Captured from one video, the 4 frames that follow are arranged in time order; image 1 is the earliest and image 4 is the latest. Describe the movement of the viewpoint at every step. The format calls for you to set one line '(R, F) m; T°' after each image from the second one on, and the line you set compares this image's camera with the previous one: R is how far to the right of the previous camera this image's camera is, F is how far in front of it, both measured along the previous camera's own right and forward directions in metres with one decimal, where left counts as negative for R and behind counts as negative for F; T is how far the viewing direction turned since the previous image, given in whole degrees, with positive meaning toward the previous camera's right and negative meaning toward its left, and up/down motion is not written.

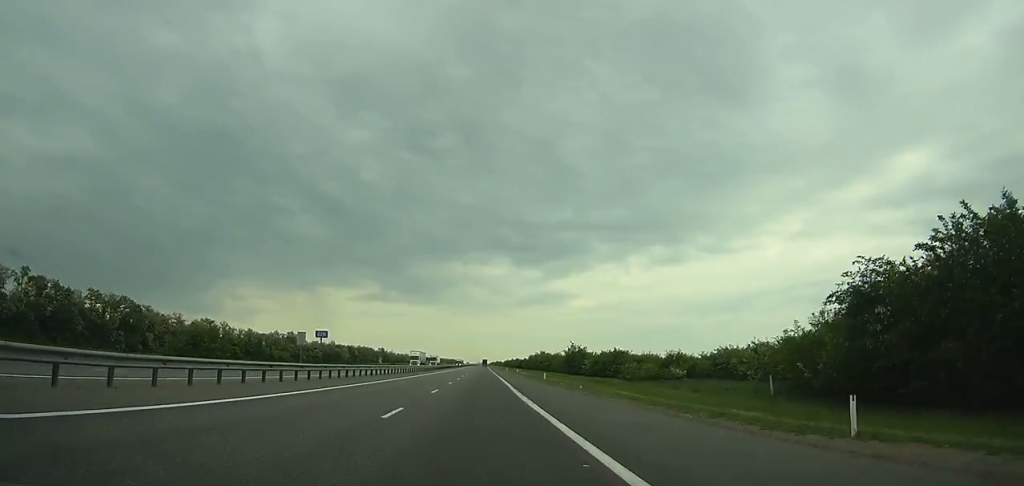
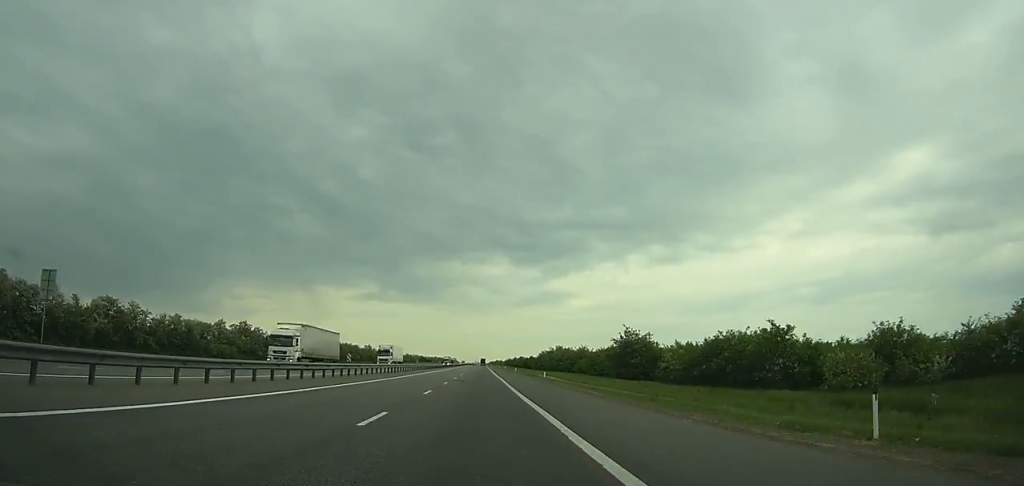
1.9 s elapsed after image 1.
(0.0, +49.4) m; 0°
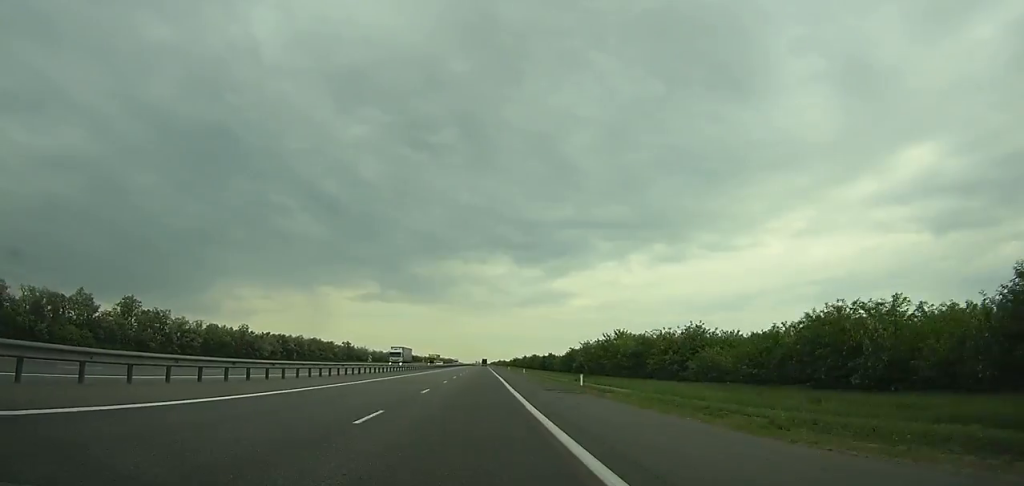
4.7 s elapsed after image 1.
(-0.1, +73.1) m; 0°
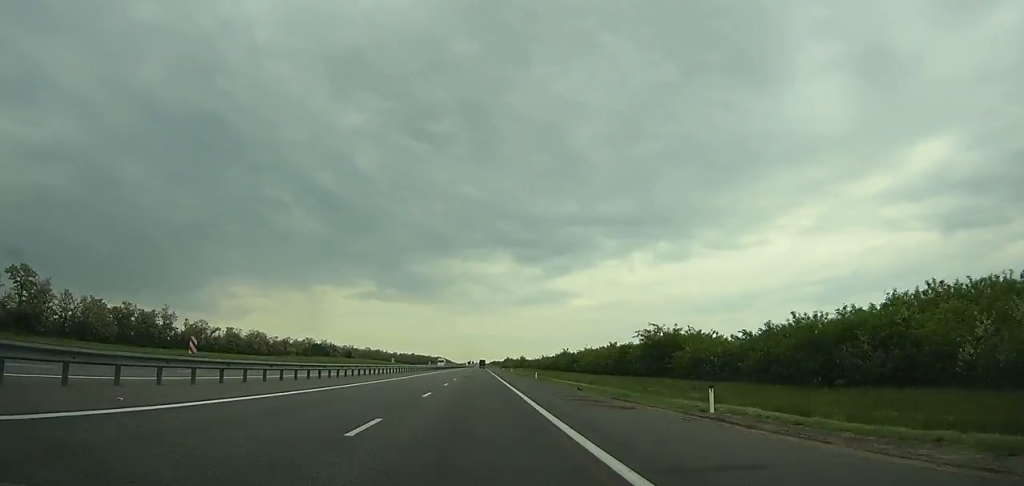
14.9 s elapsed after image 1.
(-0.2, +267.3) m; 0°
